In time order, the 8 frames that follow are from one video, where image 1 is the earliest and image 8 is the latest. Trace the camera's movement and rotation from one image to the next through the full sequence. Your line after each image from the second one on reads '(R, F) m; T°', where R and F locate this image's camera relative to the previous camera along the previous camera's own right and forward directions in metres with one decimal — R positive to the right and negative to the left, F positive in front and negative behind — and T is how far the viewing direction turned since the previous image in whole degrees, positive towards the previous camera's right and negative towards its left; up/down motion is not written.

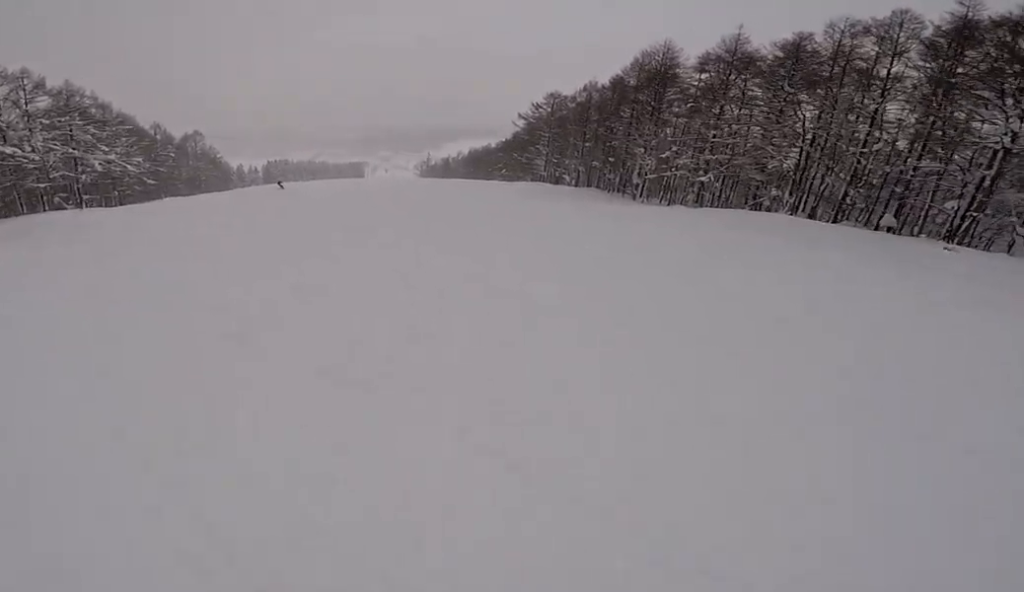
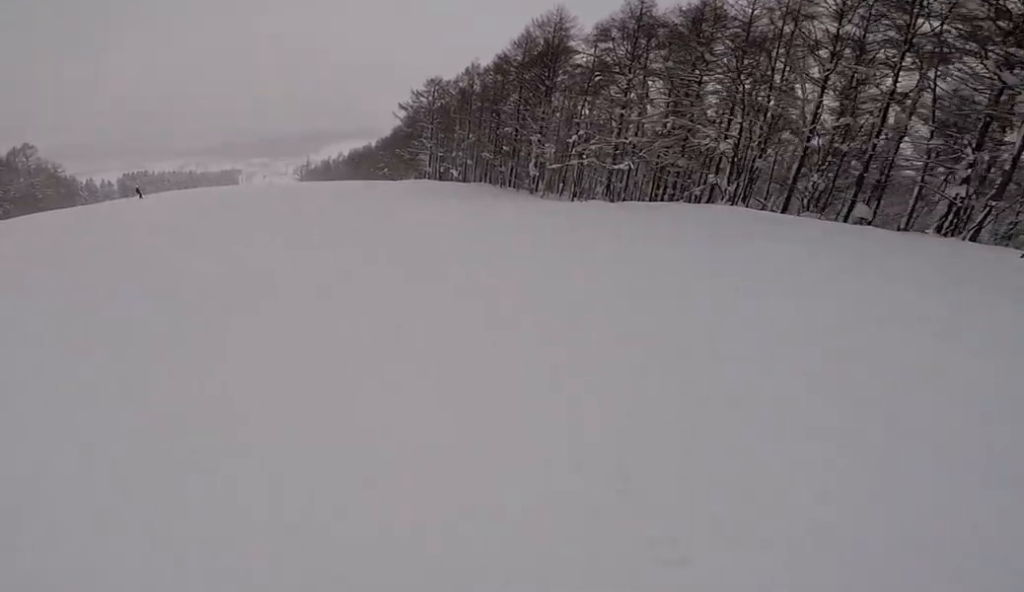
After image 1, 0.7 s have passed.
(+0.8, +8.9) m; -4°
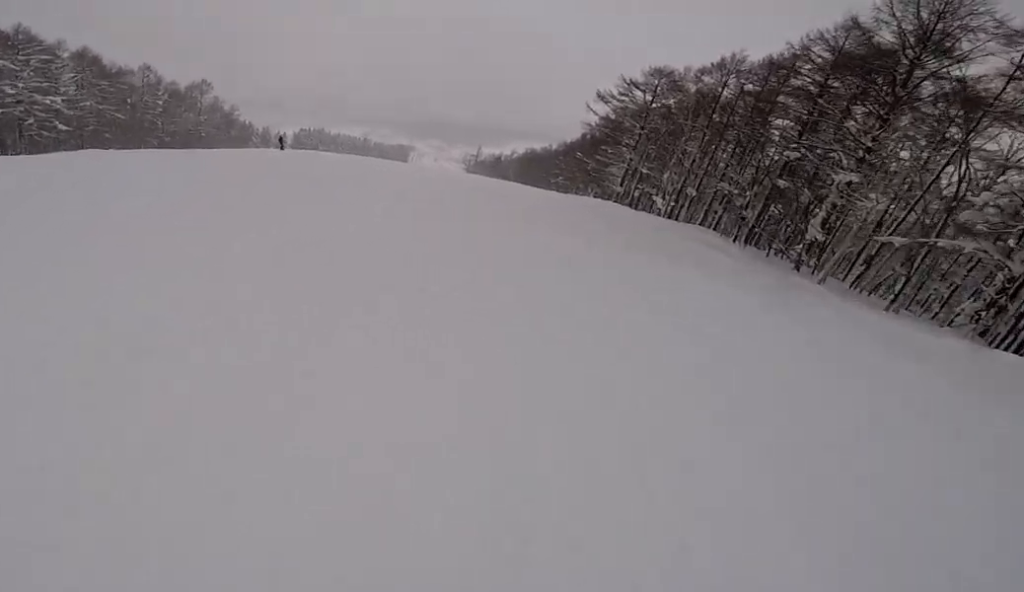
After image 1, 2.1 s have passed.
(-2.5, +15.0) m; -19°
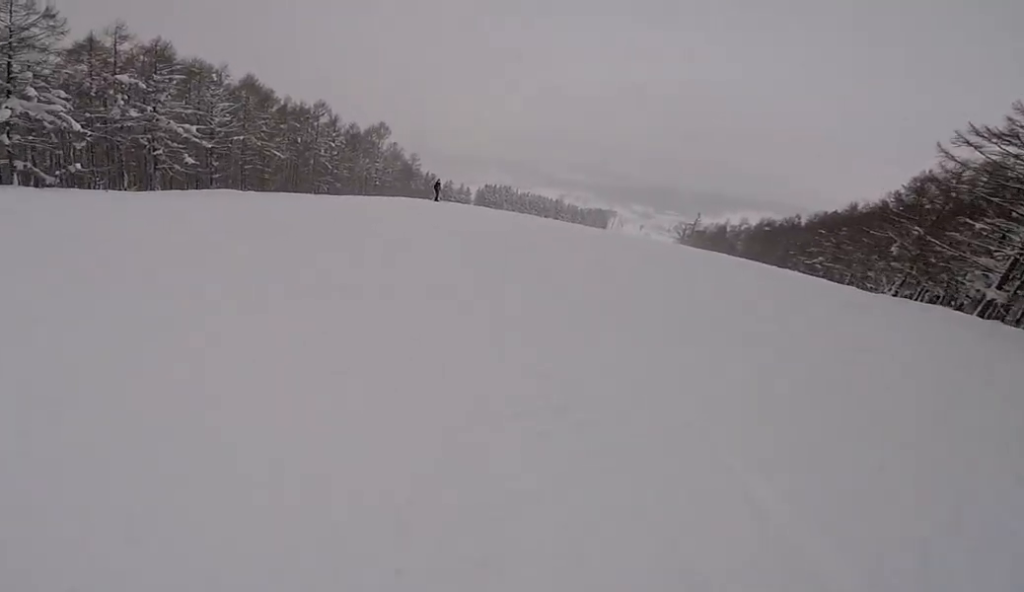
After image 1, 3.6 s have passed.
(-2.3, +14.5) m; -14°
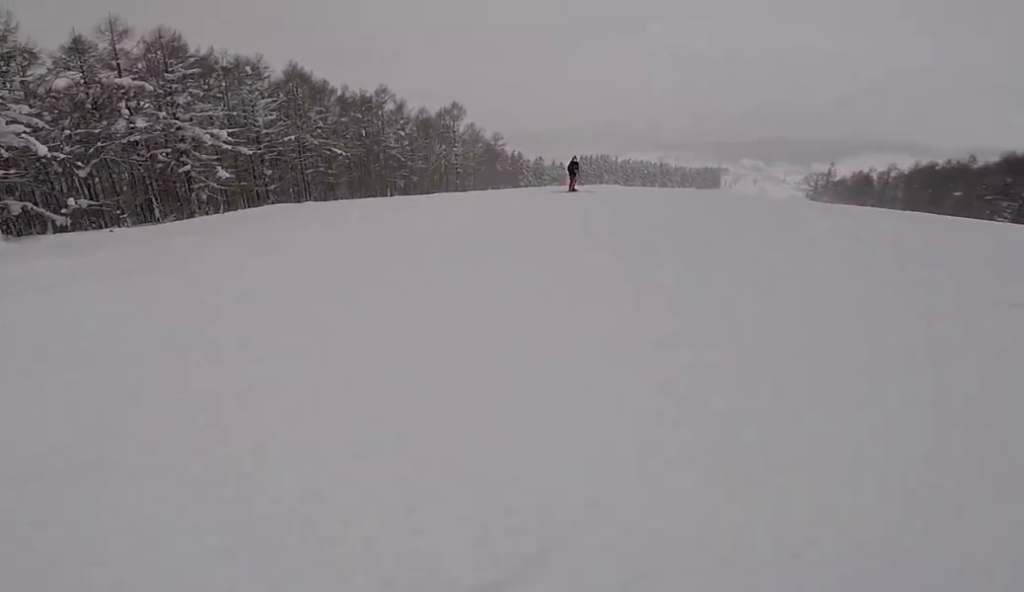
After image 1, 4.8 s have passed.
(-0.3, +10.1) m; +7°
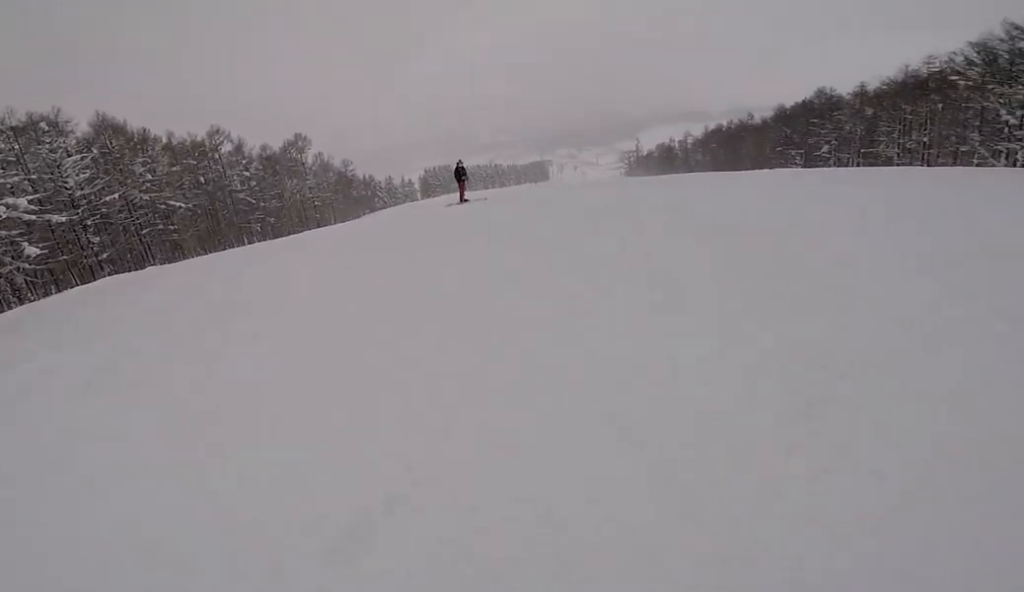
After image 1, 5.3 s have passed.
(+0.3, +3.1) m; +9°
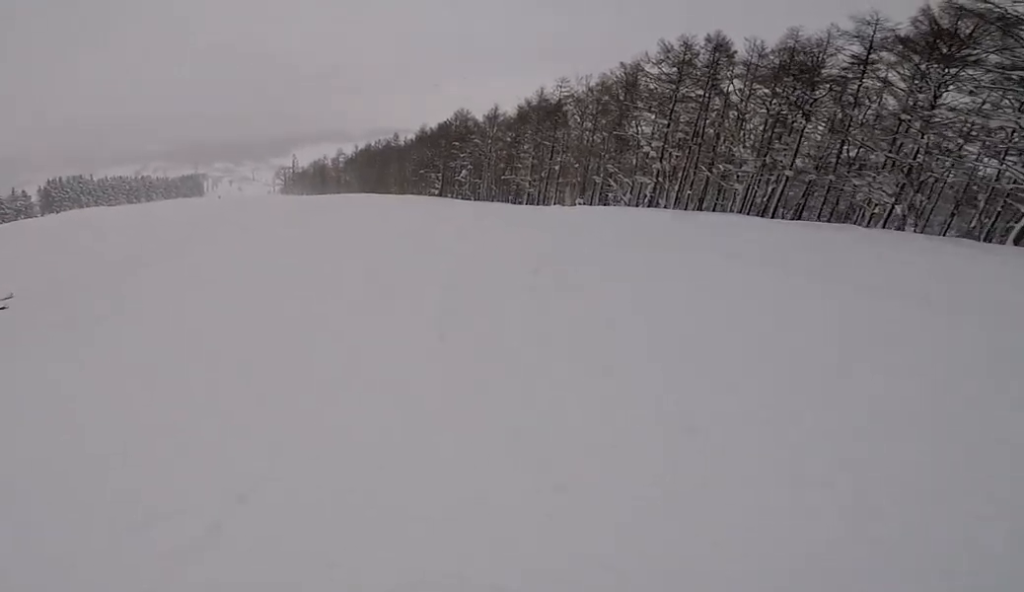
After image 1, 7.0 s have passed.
(+2.9, +8.5) m; +18°
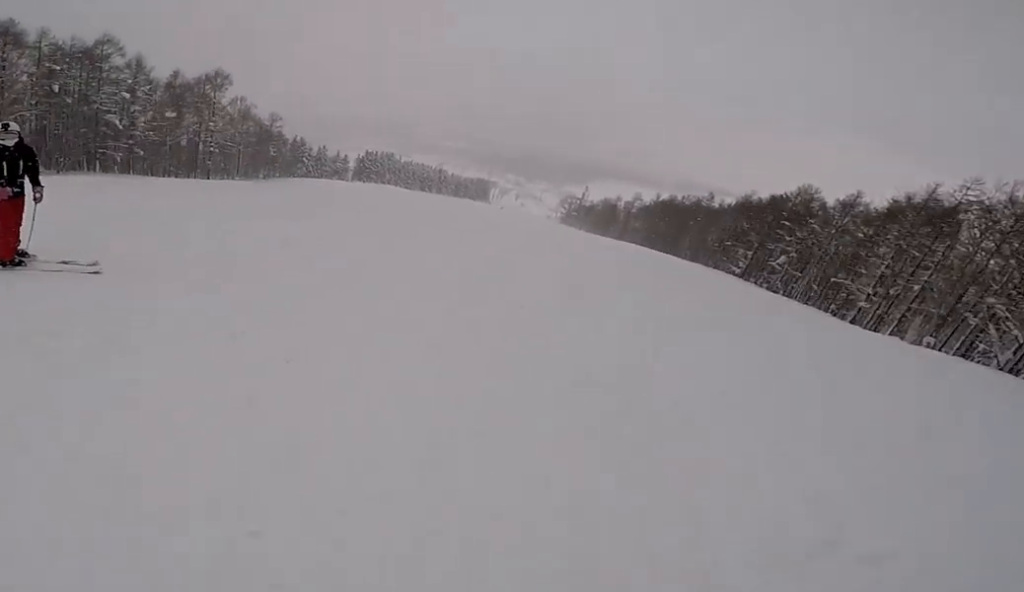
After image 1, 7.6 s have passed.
(-0.6, +2.4) m; -22°
